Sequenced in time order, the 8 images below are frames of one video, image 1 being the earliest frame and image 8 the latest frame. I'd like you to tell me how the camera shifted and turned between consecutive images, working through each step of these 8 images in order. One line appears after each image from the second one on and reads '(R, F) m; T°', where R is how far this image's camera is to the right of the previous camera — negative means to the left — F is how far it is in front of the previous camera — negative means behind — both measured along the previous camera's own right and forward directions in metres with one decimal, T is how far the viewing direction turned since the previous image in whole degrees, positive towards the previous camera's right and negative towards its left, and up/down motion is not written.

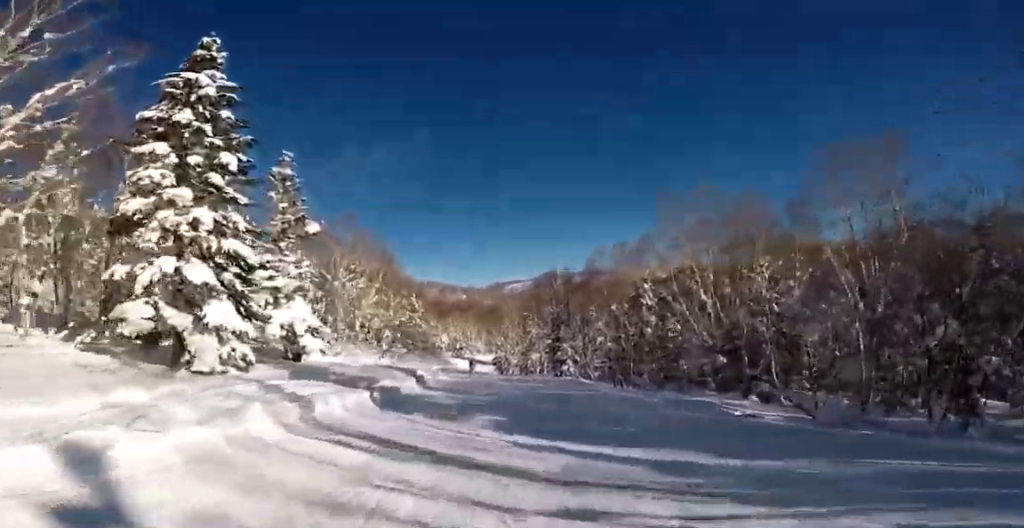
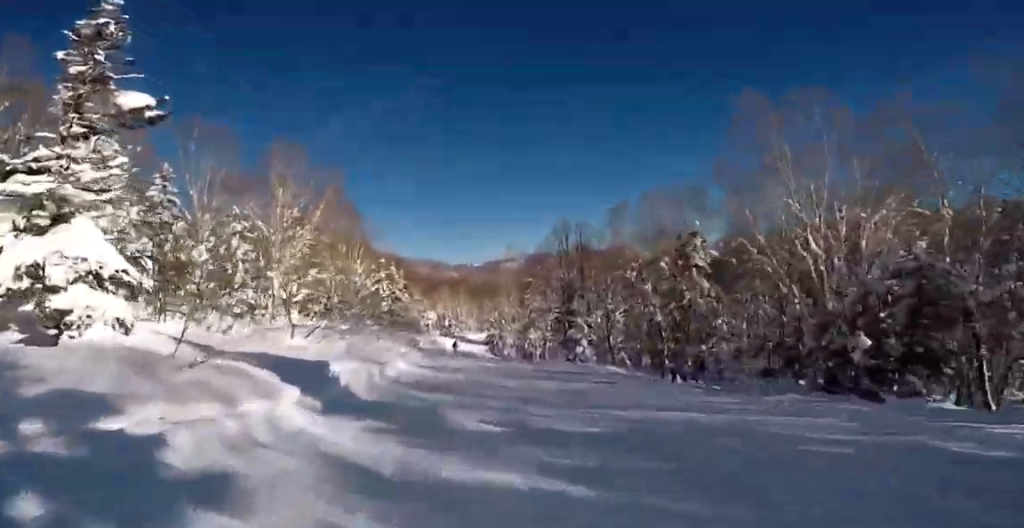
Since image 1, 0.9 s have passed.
(-0.8, +11.4) m; -5°
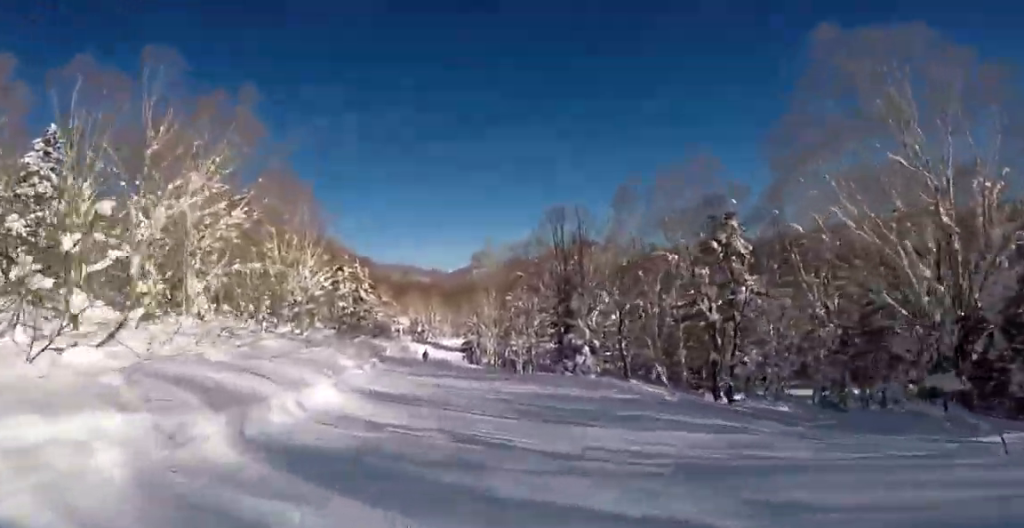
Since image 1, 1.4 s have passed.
(0.0, +7.8) m; -1°
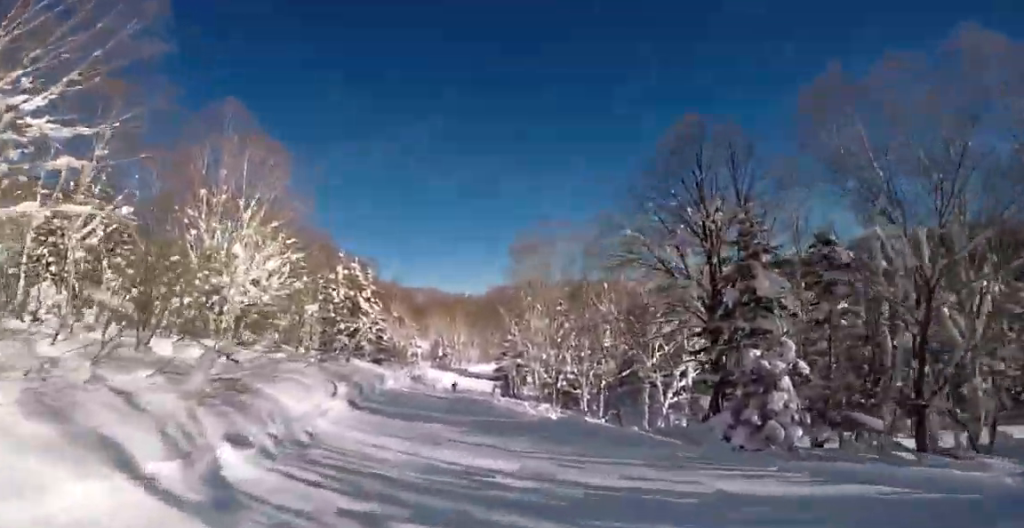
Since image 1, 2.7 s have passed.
(-0.5, +17.5) m; -2°
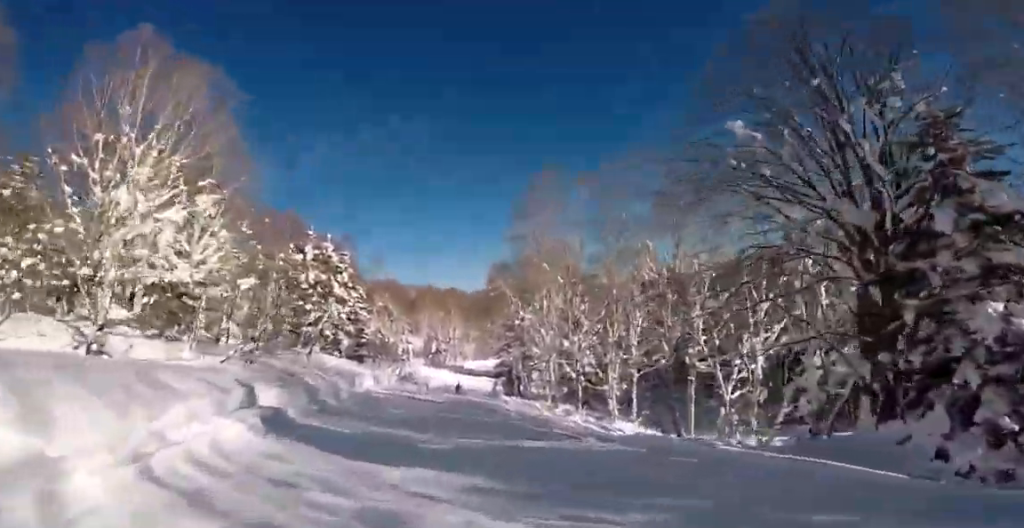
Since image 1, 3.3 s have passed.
(-0.1, +8.1) m; +3°
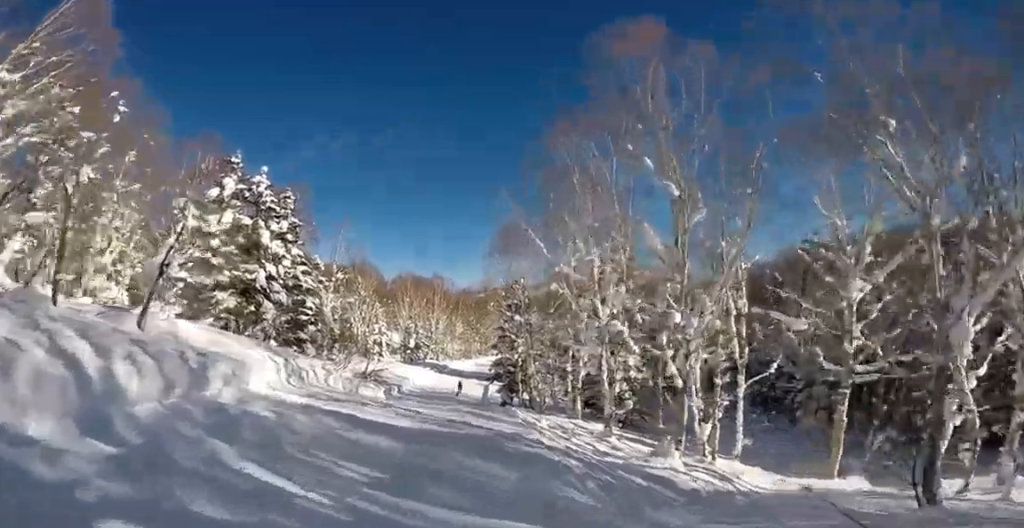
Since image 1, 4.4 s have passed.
(+1.0, +13.0) m; +9°
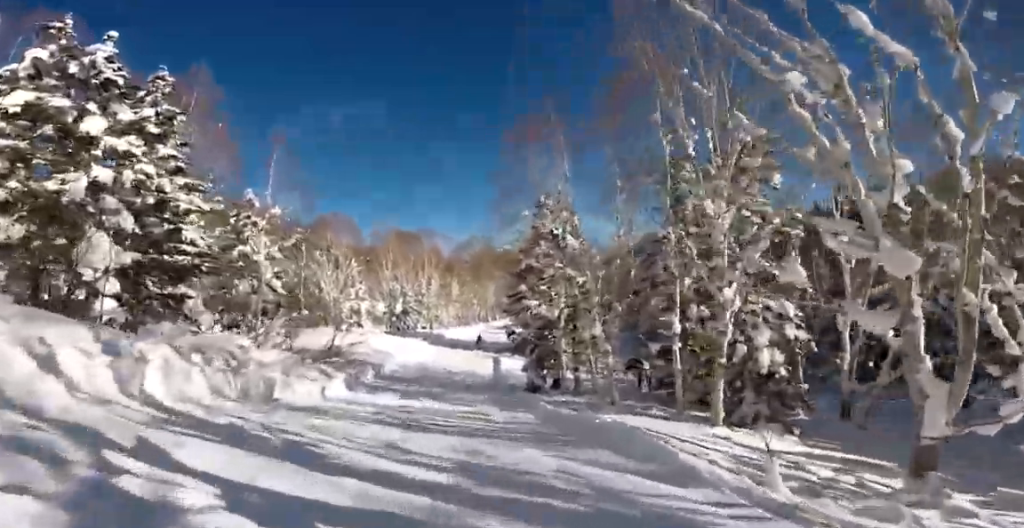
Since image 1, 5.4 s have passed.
(+0.9, +12.5) m; +5°
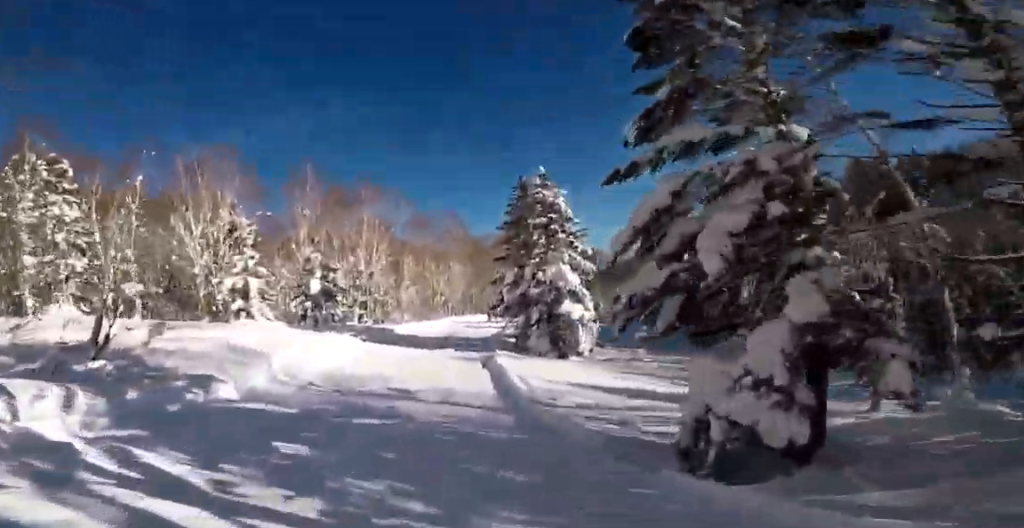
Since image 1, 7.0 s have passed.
(+0.3, +18.5) m; +2°
